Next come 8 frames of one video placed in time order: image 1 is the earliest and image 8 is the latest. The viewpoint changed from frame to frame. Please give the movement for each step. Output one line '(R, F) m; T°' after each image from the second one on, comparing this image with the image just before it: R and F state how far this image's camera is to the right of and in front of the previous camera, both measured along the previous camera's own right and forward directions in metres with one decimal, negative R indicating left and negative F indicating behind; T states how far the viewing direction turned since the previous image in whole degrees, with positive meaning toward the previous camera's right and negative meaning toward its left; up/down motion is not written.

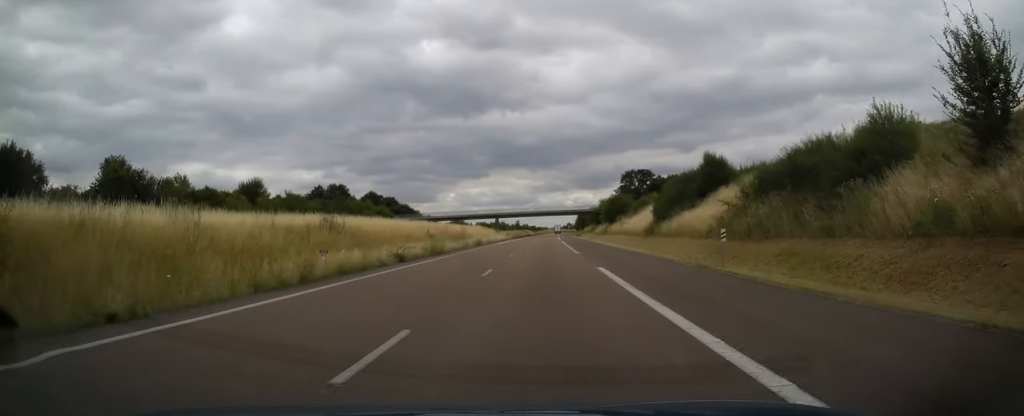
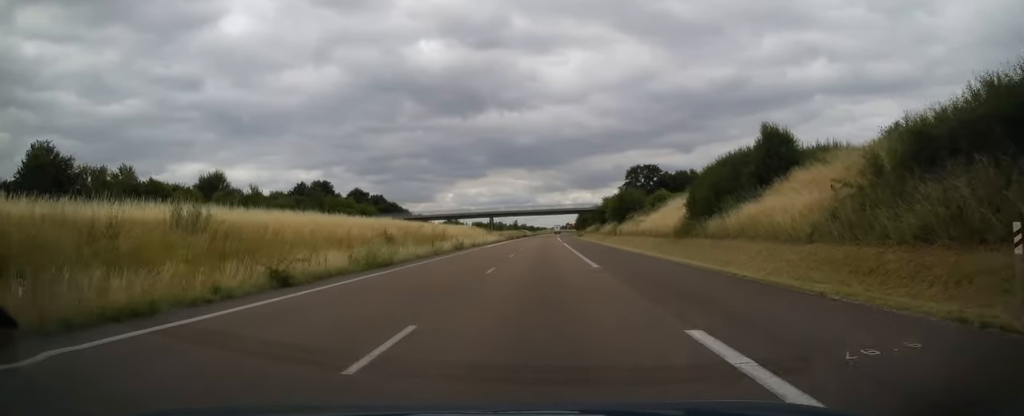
(+0.2, +12.8) m; 0°
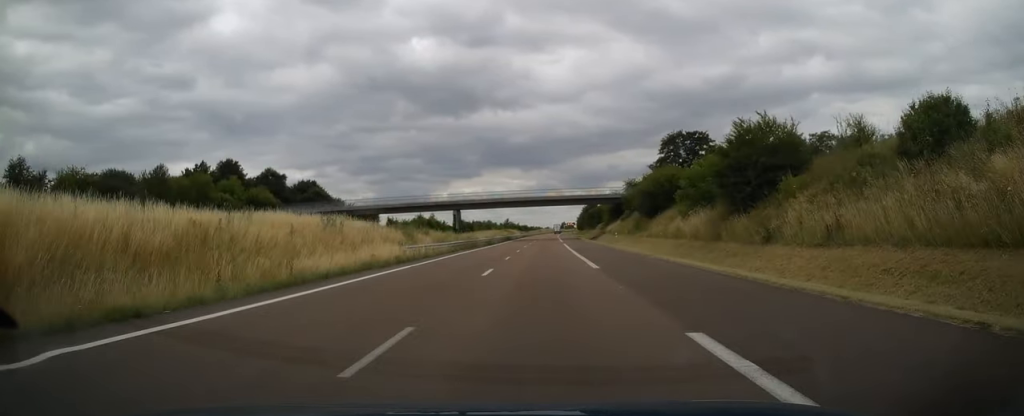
(+0.1, +52.7) m; 0°
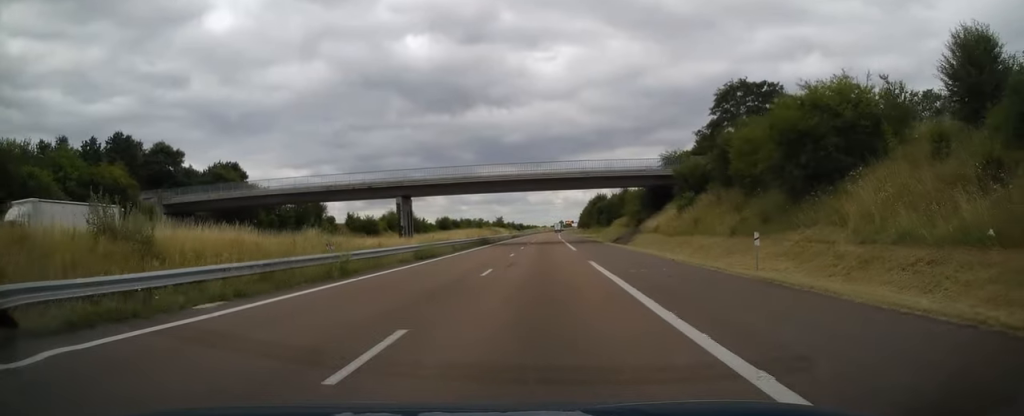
(+0.1, +35.4) m; 0°
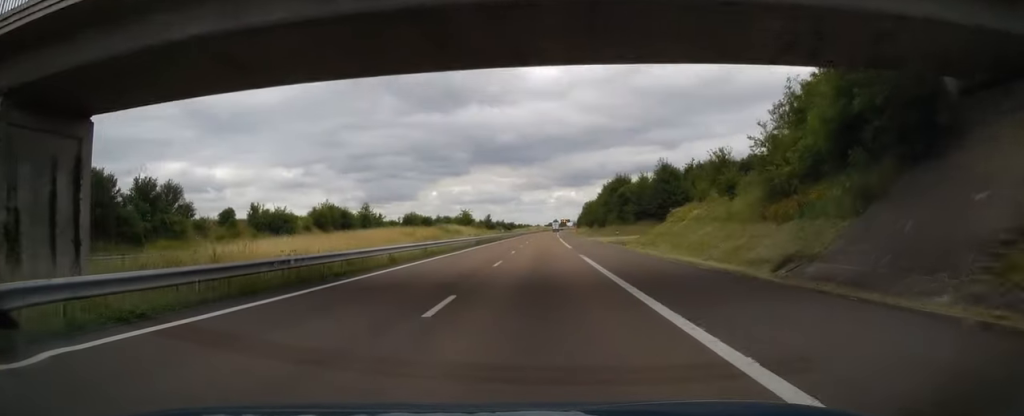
(+0.4, +48.3) m; +1°
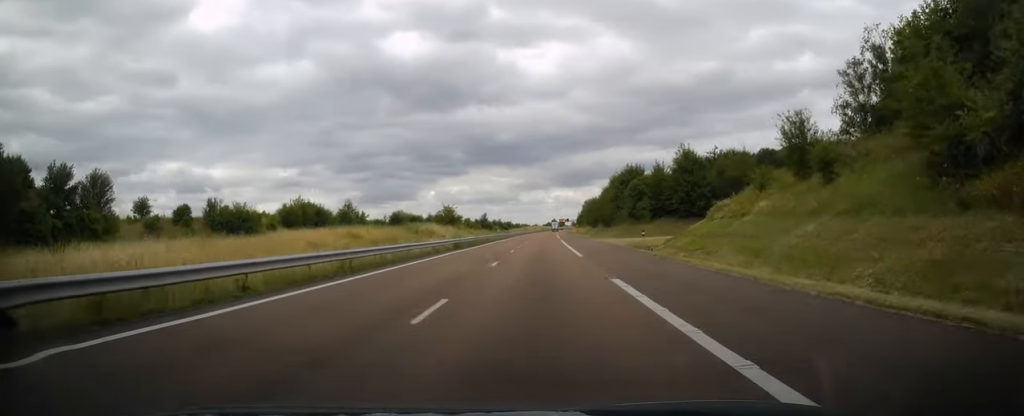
(0.0, +13.7) m; 0°
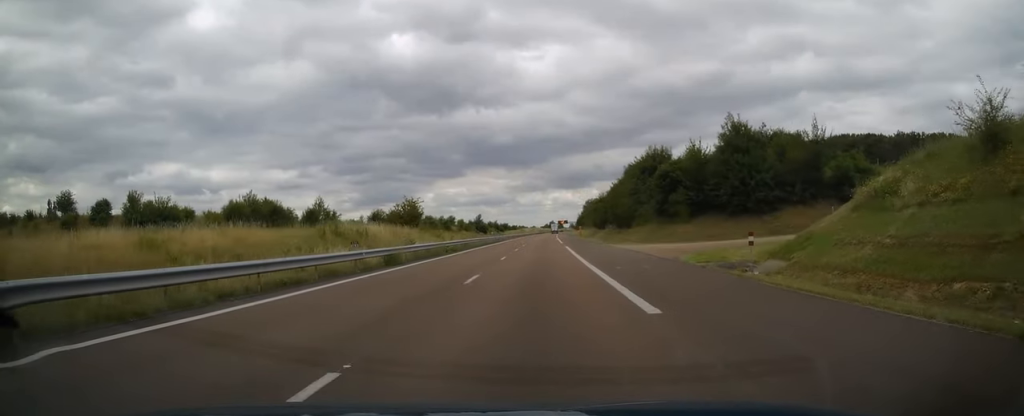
(0.0, +19.1) m; 0°
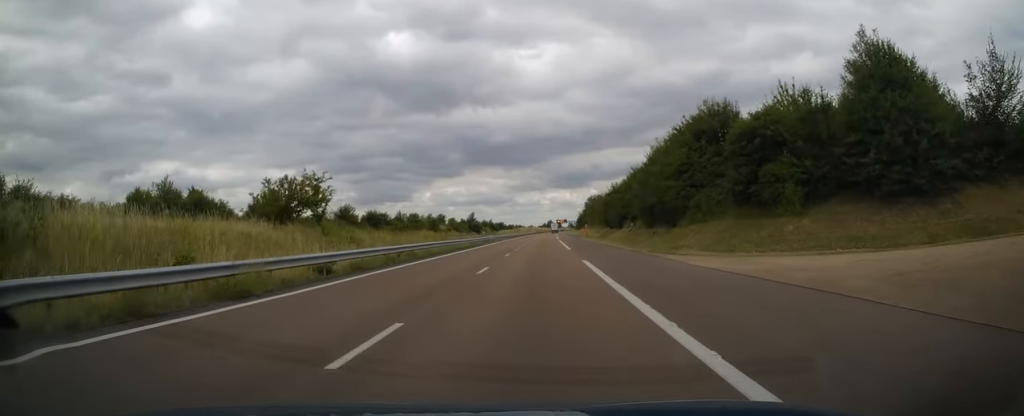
(+0.2, +22.9) m; 0°
